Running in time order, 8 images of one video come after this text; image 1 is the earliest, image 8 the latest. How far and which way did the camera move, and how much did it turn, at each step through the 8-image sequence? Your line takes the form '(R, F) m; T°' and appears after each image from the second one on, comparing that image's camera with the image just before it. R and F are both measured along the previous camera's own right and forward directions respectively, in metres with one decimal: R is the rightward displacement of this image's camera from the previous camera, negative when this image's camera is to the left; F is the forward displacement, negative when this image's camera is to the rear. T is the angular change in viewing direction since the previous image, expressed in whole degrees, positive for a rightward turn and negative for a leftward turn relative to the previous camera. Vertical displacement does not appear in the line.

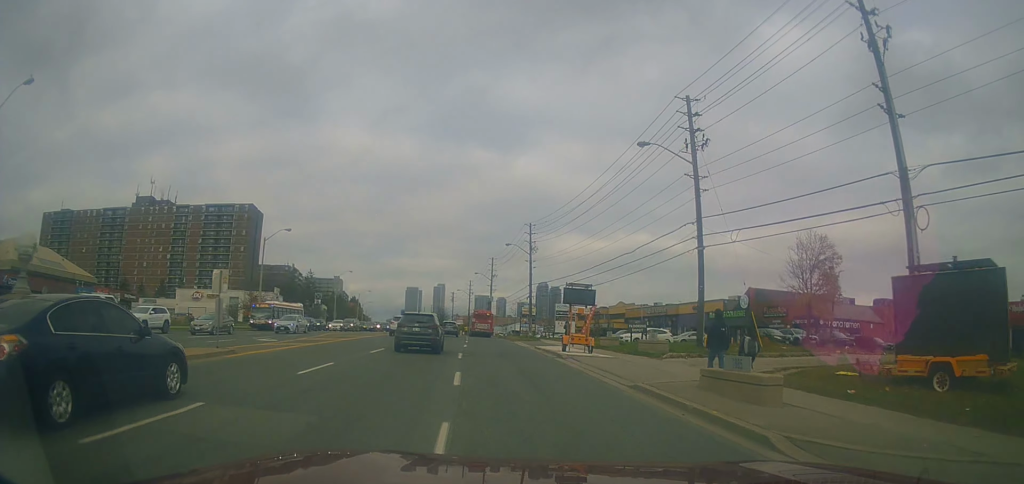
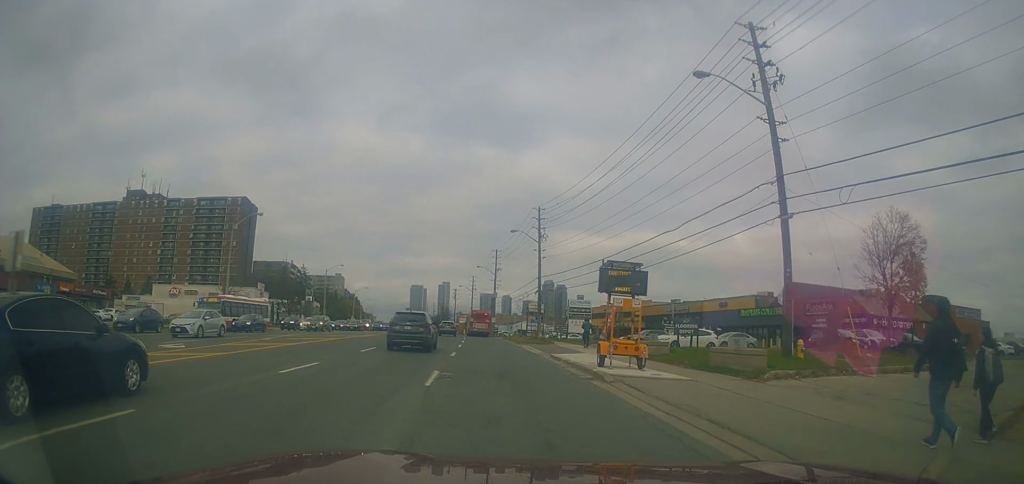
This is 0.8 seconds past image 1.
(+0.7, +9.6) m; +2°
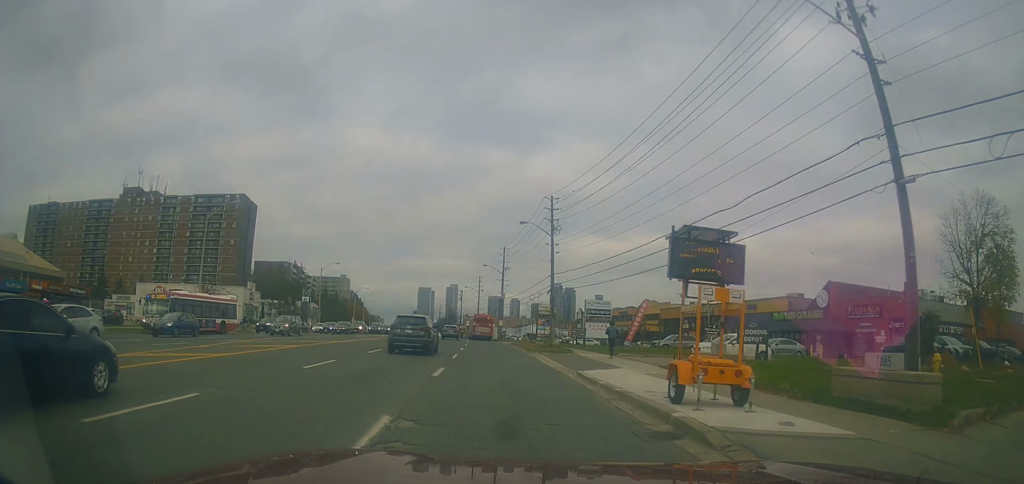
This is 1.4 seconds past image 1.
(-0.1, +7.2) m; -1°
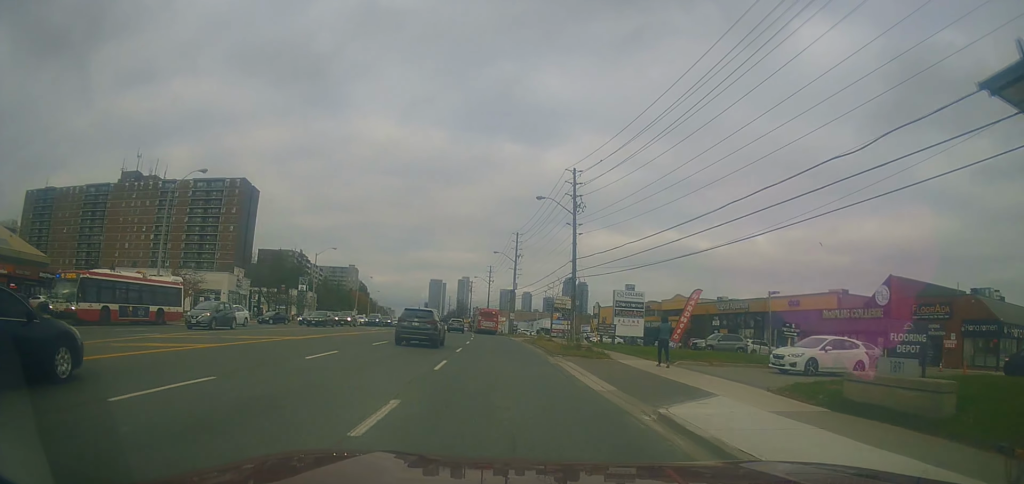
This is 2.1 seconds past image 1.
(-0.2, +8.8) m; -2°
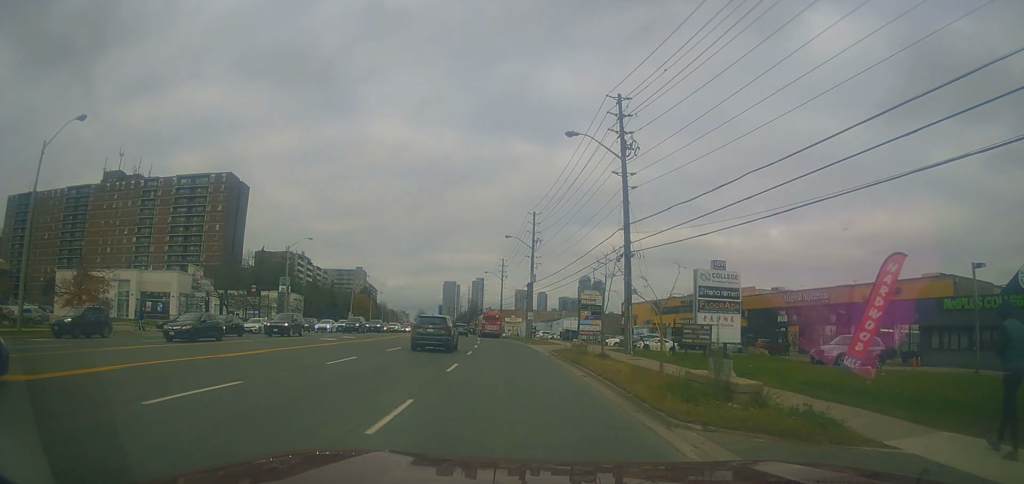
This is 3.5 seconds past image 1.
(-0.1, +16.9) m; -1°
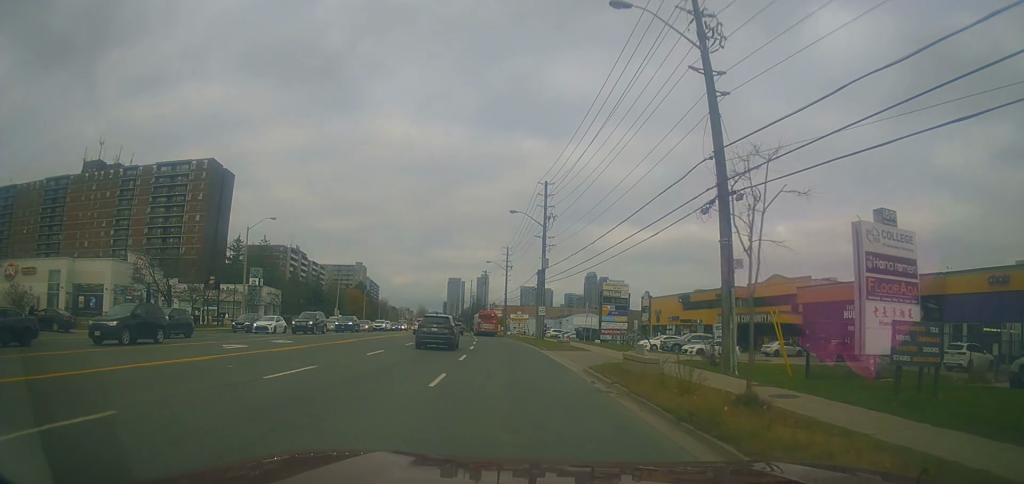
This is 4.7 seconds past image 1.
(-0.5, +13.4) m; -2°
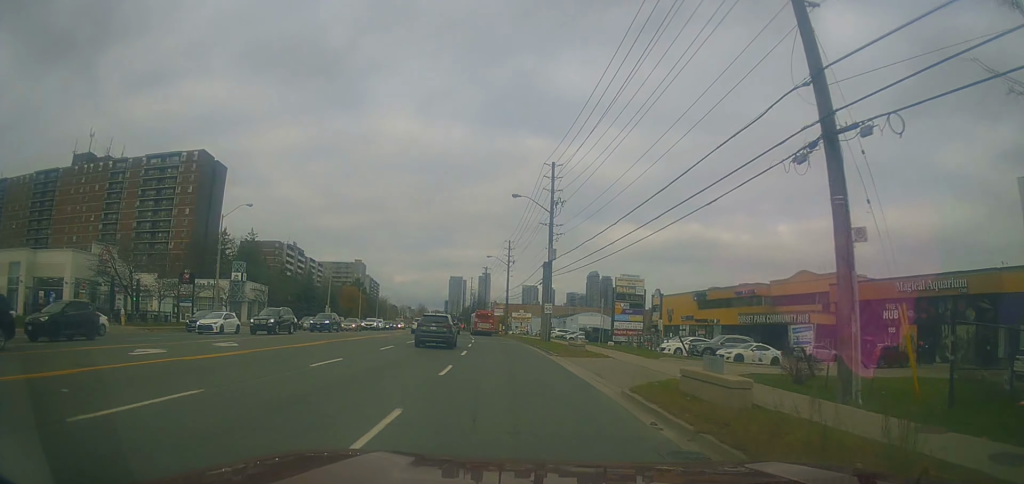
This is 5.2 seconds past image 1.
(-0.1, +6.3) m; 0°
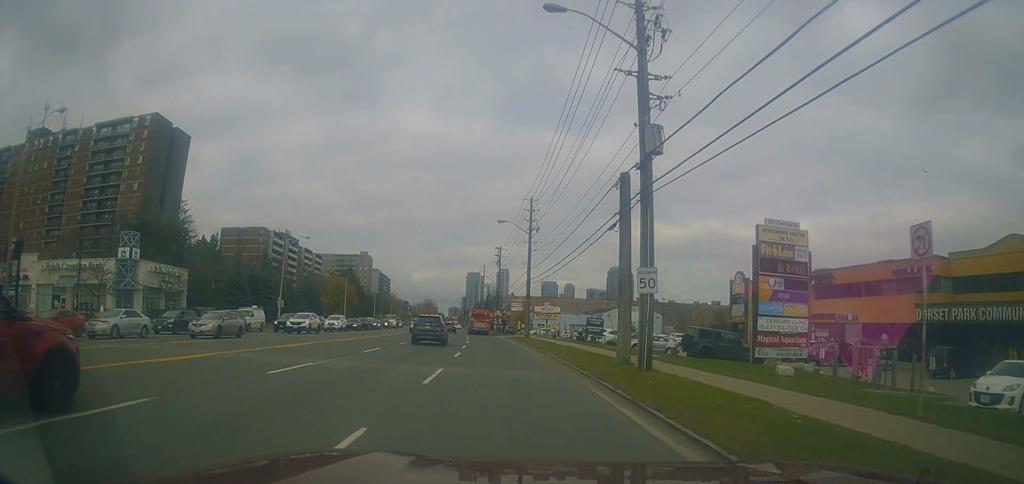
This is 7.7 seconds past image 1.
(+0.7, +29.0) m; 0°
